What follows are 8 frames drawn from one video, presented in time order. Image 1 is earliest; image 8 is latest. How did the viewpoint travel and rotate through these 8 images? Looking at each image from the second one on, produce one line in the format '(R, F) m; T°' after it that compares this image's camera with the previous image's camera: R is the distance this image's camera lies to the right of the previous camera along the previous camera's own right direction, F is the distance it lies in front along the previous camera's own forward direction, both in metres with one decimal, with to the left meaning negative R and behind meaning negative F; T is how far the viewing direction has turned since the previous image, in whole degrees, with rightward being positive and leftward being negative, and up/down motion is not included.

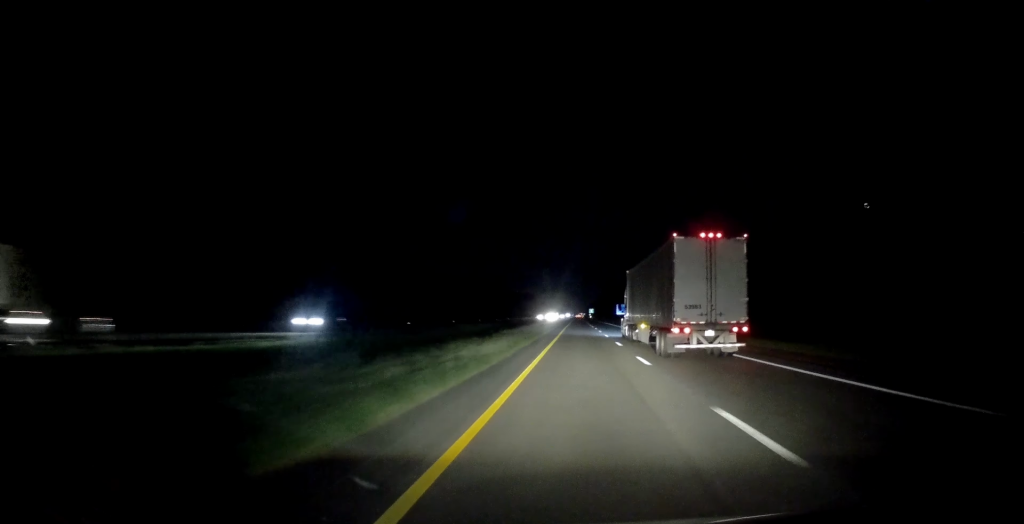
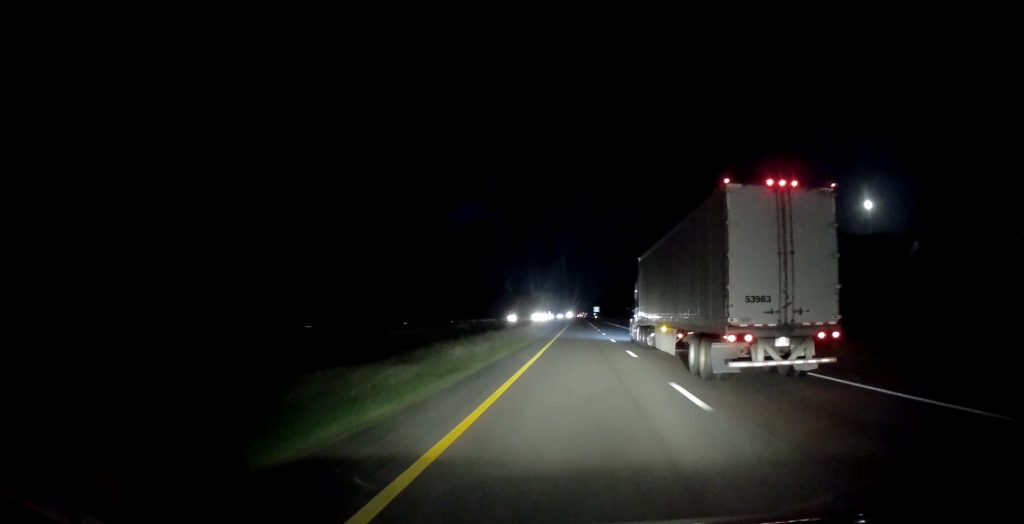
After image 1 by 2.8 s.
(+0.2, +94.1) m; -1°
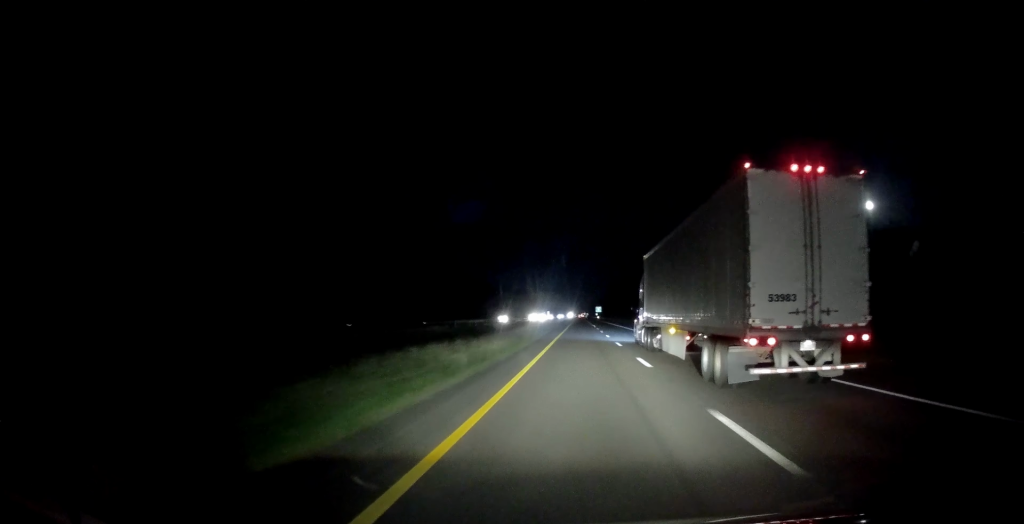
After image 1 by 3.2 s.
(-0.1, +15.9) m; 0°
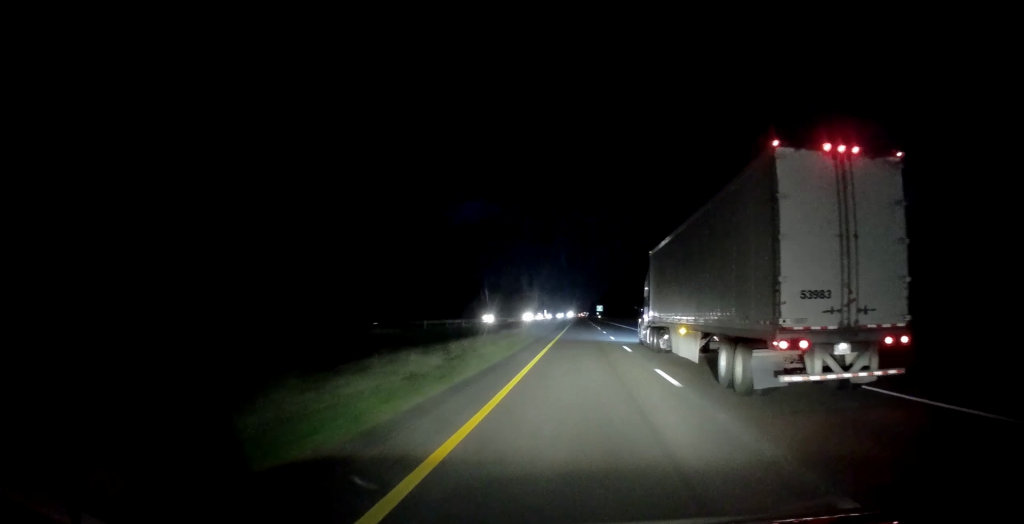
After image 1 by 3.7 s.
(0.0, +17.1) m; 0°
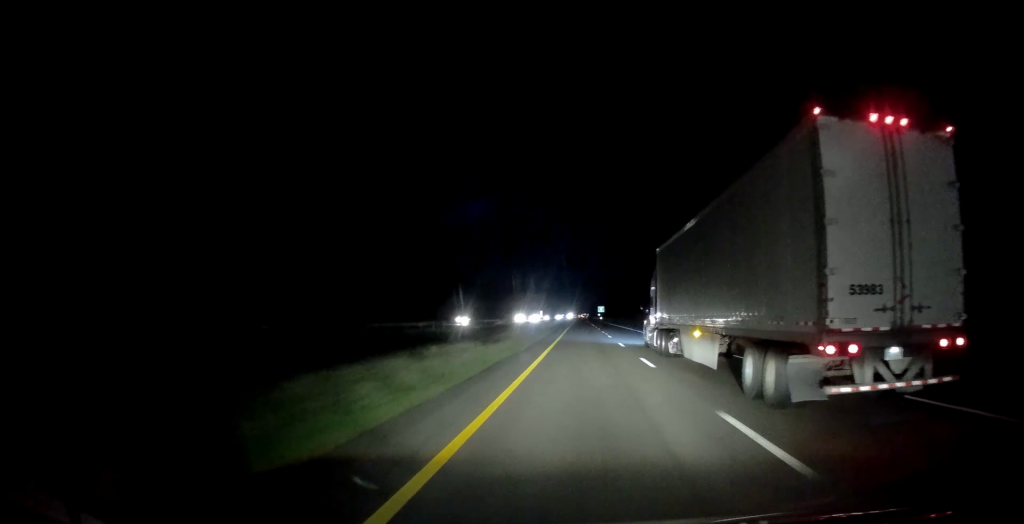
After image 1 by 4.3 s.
(+0.2, +19.3) m; 0°
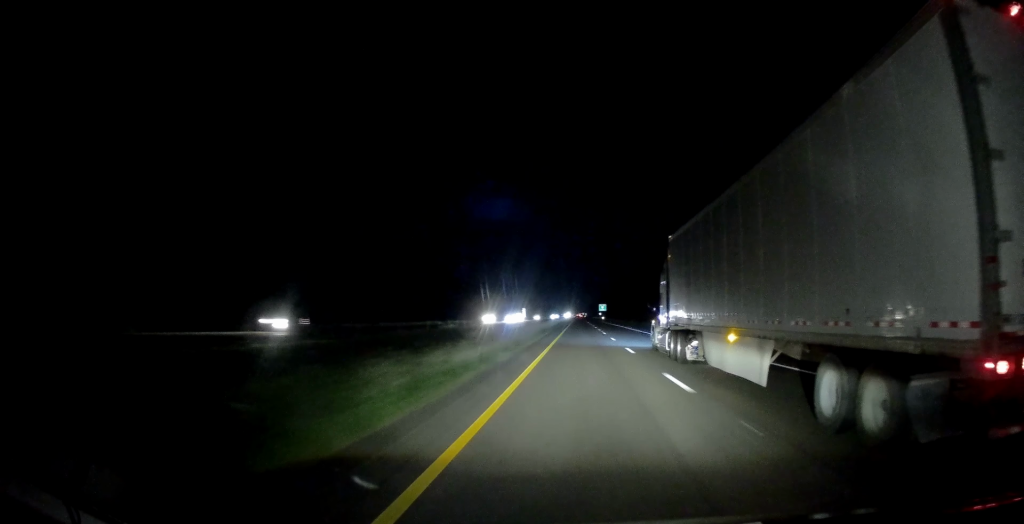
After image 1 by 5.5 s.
(-0.1, +42.0) m; -1°
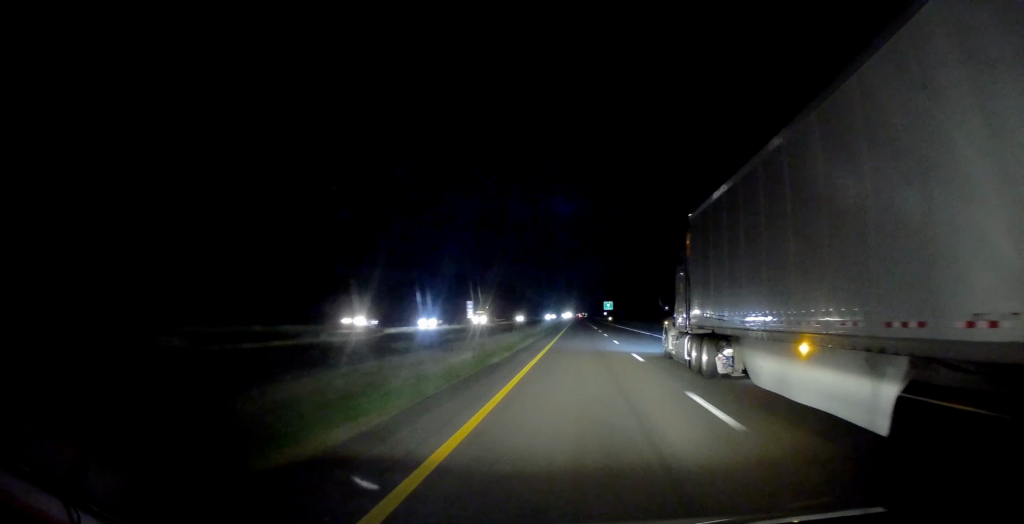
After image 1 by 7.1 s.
(-0.6, +52.5) m; 0°
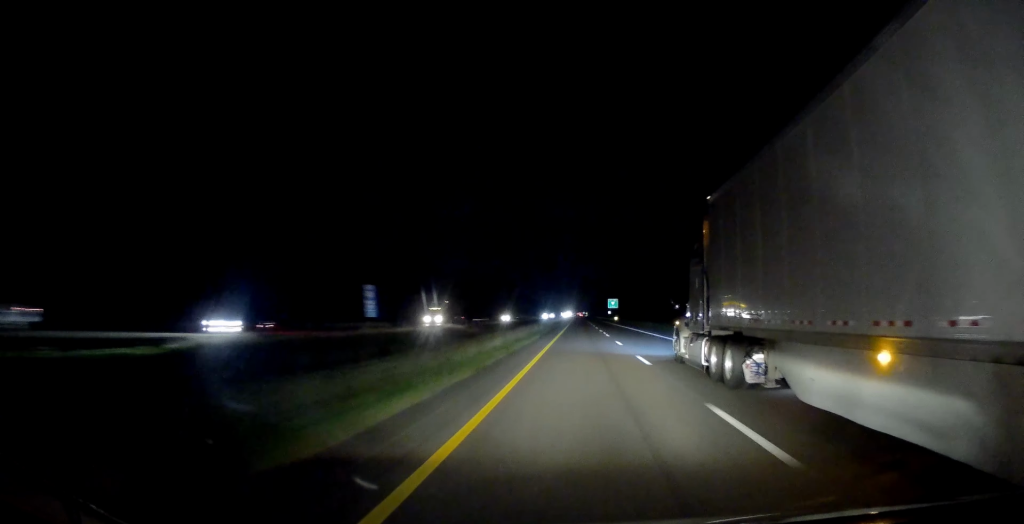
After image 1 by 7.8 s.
(+0.1, +26.2) m; +1°
